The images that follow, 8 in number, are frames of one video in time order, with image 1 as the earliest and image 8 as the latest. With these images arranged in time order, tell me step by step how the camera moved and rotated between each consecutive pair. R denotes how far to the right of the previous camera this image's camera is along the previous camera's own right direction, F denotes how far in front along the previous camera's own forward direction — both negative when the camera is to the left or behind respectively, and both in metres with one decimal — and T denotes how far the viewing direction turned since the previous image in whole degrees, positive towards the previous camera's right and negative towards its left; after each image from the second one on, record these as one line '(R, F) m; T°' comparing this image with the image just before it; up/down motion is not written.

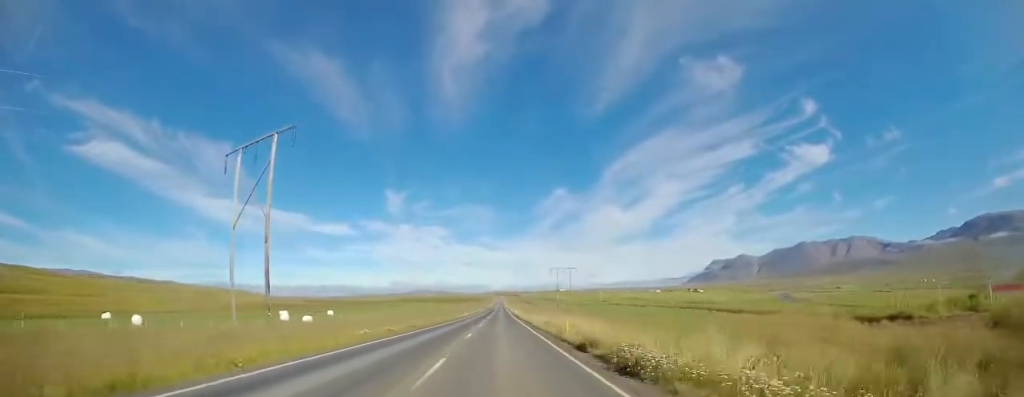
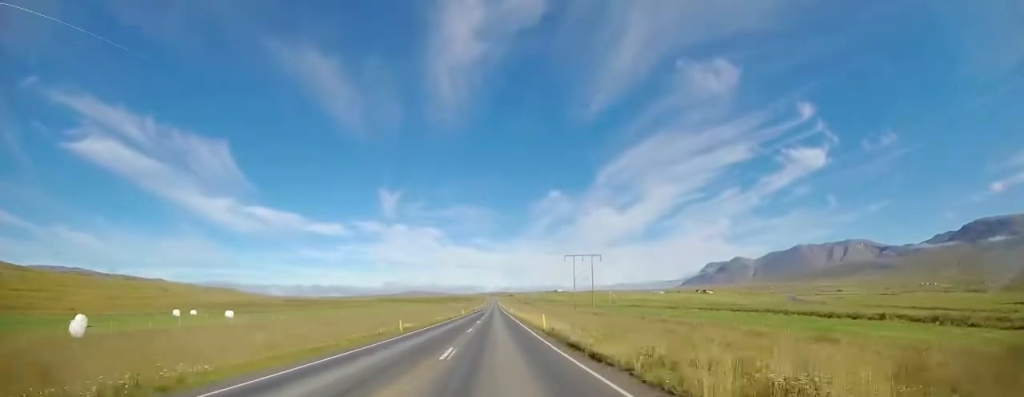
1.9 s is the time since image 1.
(+0.4, +44.1) m; 0°
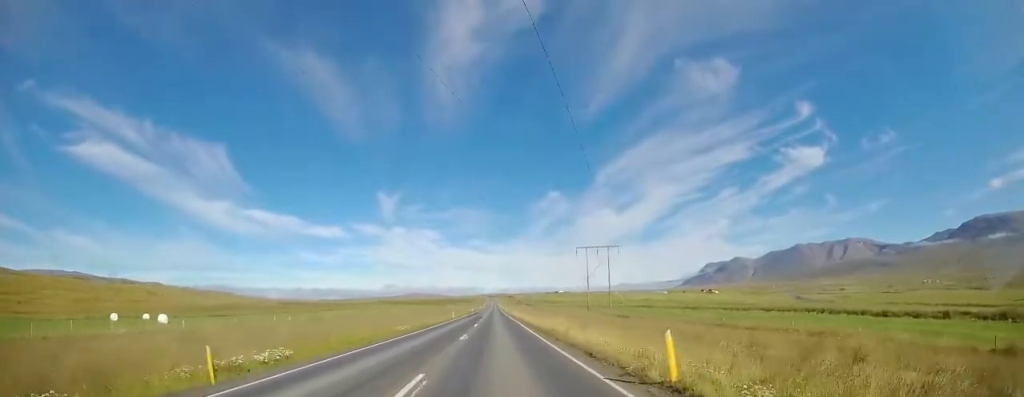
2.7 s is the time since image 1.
(0.0, +17.5) m; 0°
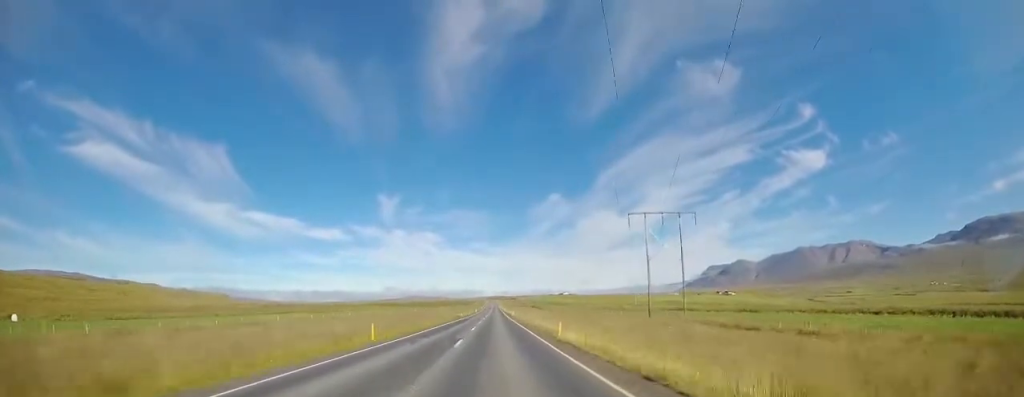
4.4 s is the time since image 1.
(0.0, +38.4) m; +1°
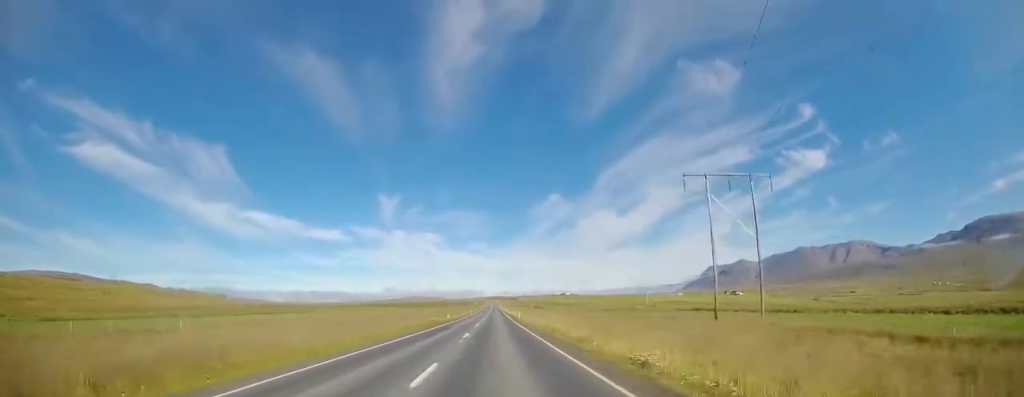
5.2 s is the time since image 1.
(+0.1, +18.7) m; 0°
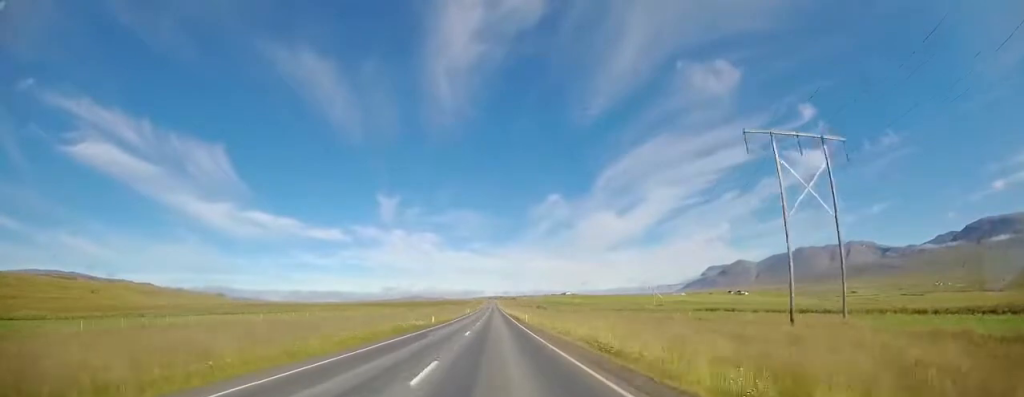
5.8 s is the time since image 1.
(0.0, +12.0) m; -1°
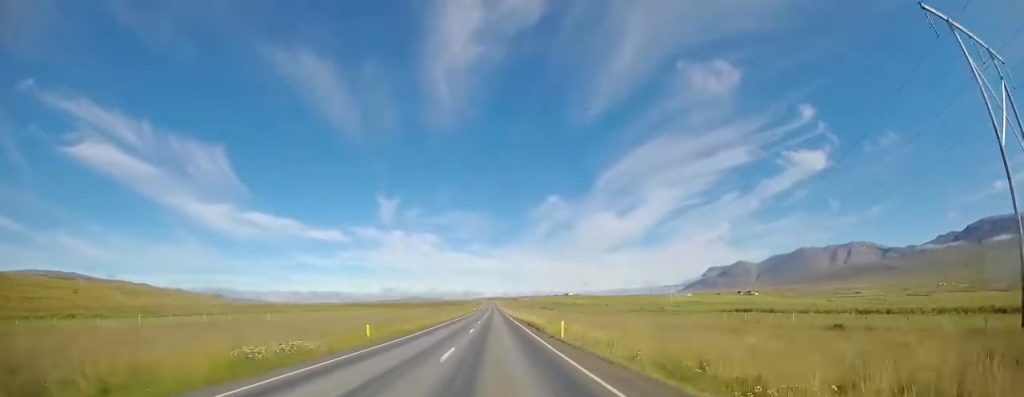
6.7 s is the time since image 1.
(-0.2, +20.4) m; 0°
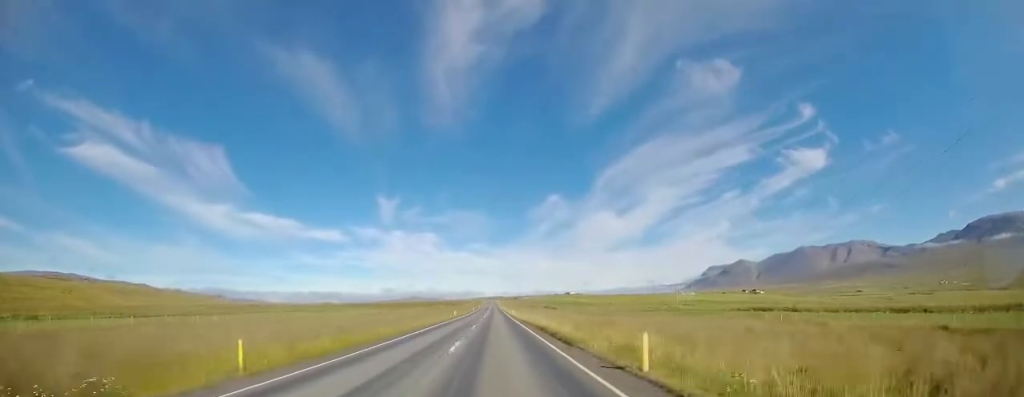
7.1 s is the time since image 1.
(0.0, +10.6) m; 0°
